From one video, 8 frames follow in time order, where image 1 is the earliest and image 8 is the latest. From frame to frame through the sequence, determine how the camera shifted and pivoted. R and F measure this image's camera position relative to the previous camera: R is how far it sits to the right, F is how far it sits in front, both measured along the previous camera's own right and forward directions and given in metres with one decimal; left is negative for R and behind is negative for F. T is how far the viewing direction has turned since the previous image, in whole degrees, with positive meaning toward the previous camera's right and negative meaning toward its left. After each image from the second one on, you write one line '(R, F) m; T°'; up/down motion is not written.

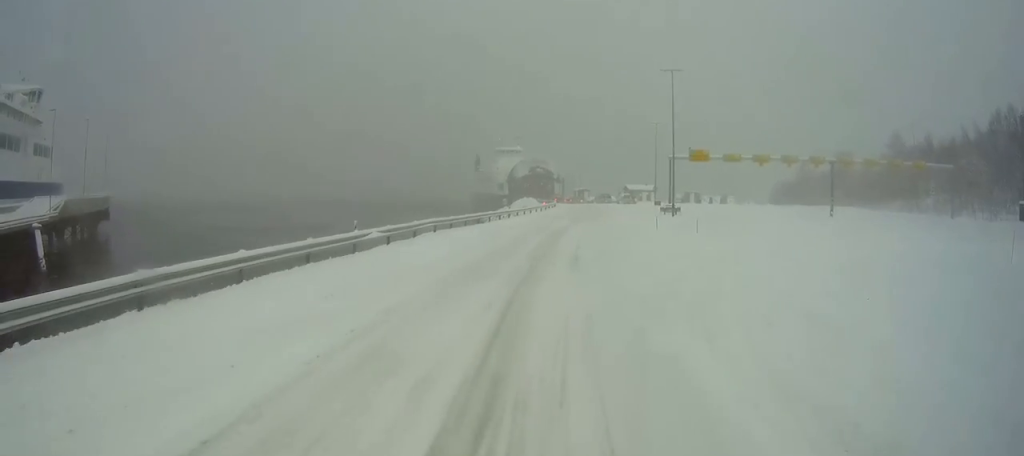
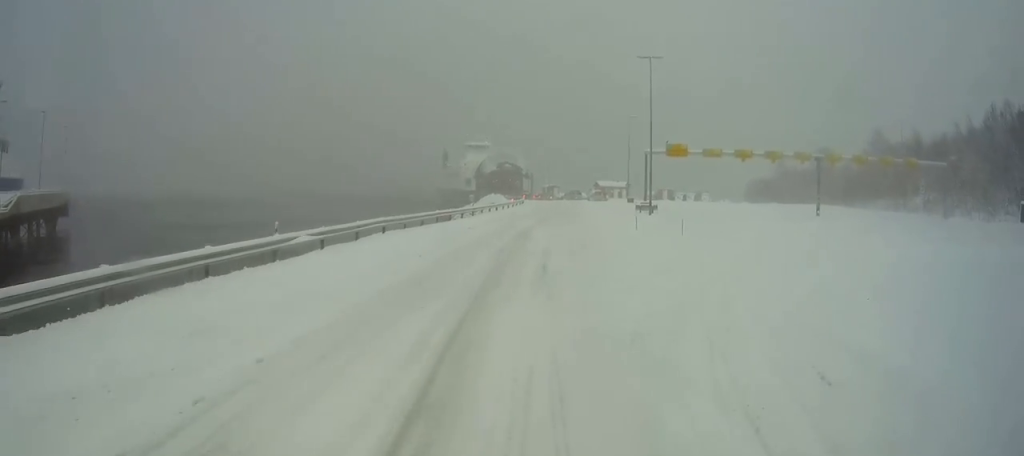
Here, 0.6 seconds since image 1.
(+0.2, +4.3) m; +3°
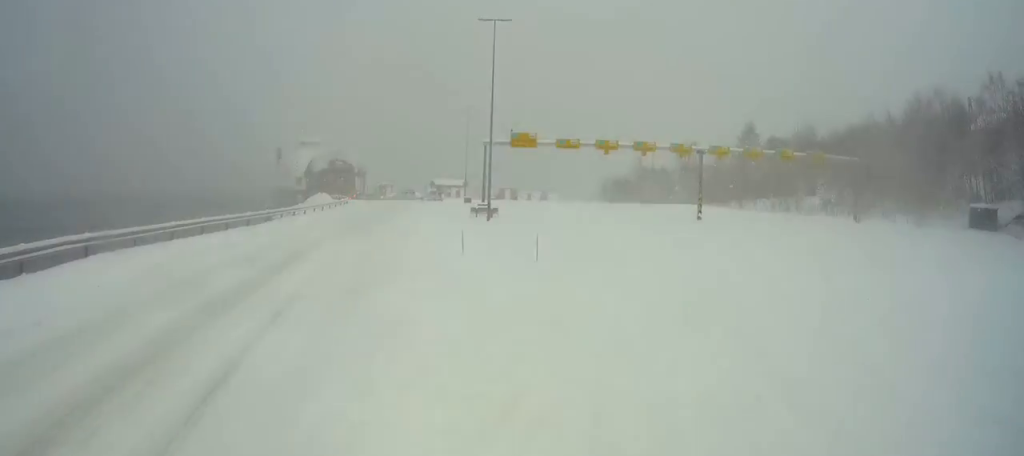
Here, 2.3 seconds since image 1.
(+1.0, +12.4) m; +11°
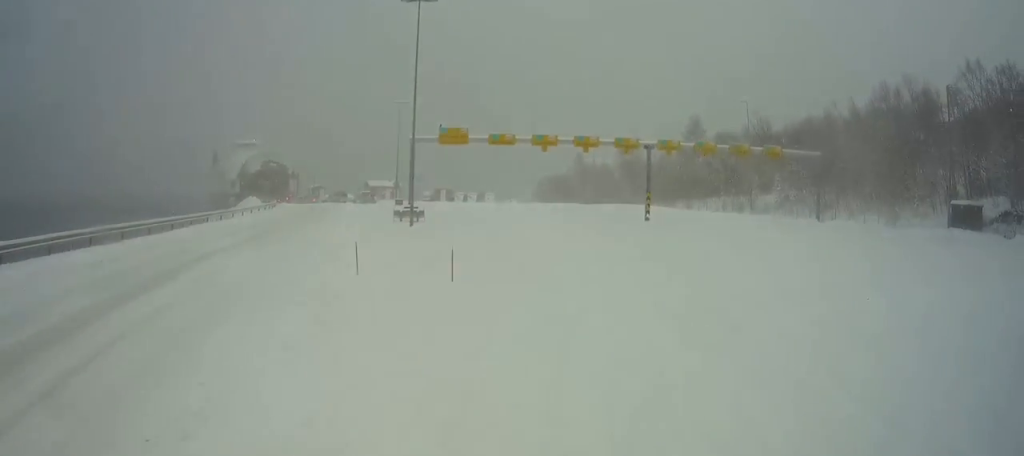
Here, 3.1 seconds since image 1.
(+0.1, +4.7) m; +6°
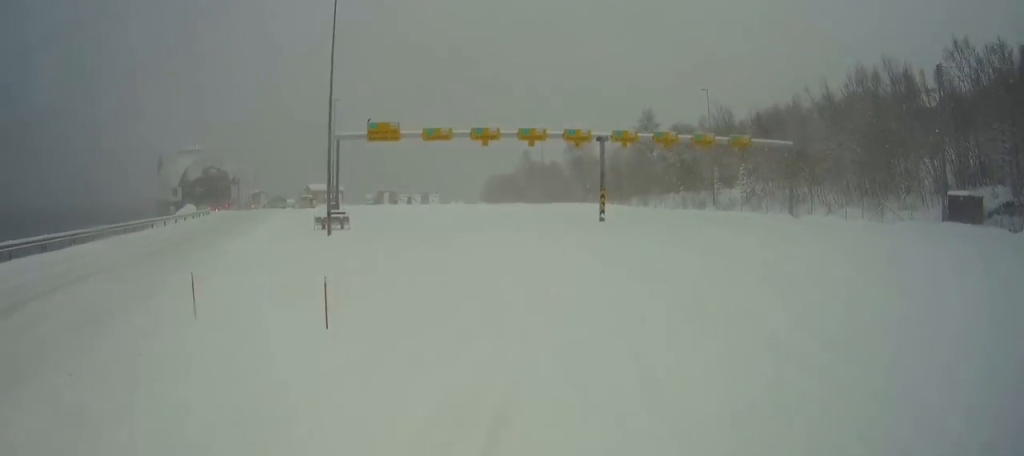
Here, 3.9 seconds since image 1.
(+0.4, +5.2) m; +7°
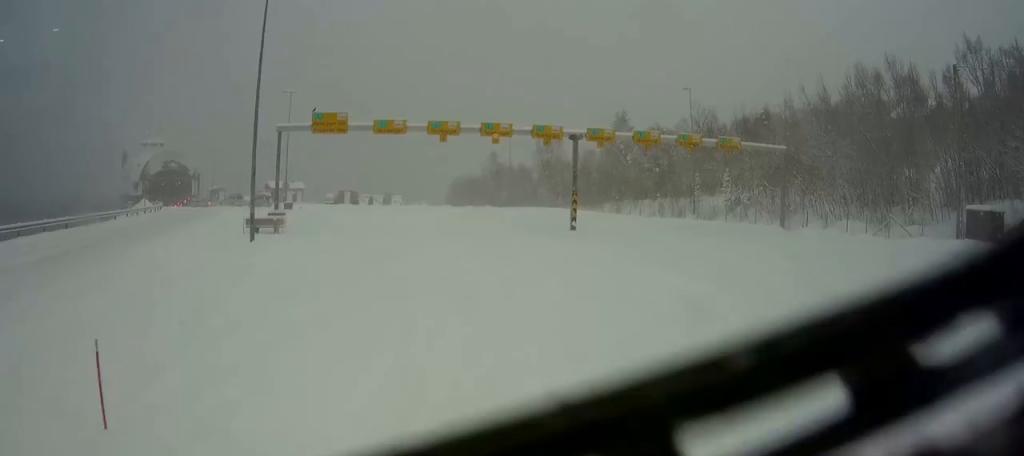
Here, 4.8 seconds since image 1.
(+0.3, +5.0) m; +4°
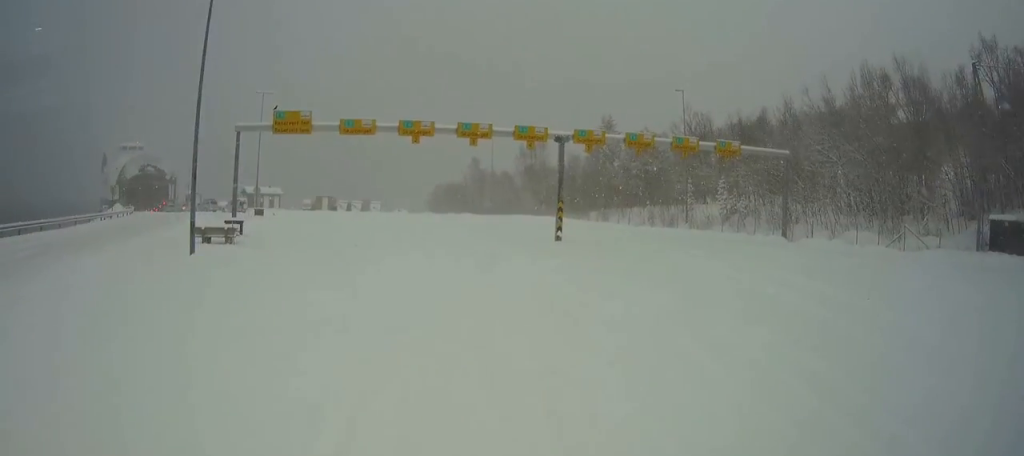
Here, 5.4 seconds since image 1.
(+0.1, +3.6) m; +1°
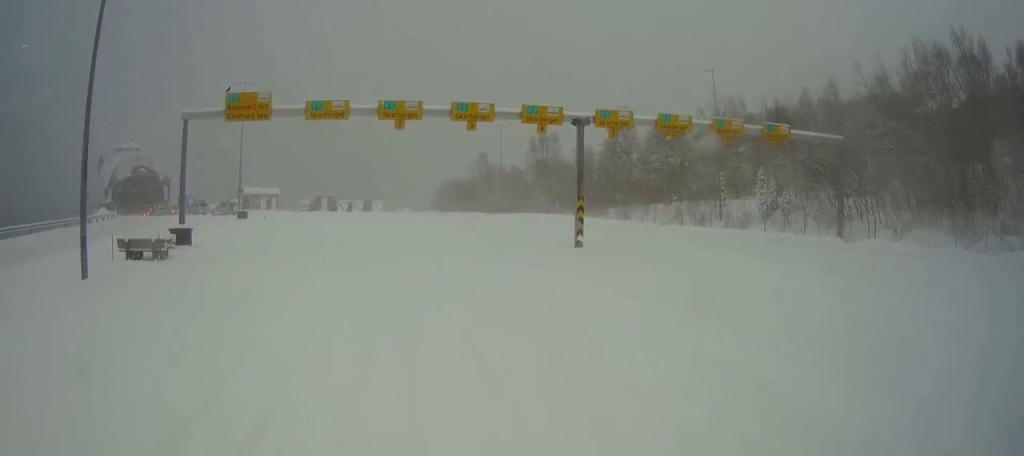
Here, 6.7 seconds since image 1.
(0.0, +6.7) m; -3°
